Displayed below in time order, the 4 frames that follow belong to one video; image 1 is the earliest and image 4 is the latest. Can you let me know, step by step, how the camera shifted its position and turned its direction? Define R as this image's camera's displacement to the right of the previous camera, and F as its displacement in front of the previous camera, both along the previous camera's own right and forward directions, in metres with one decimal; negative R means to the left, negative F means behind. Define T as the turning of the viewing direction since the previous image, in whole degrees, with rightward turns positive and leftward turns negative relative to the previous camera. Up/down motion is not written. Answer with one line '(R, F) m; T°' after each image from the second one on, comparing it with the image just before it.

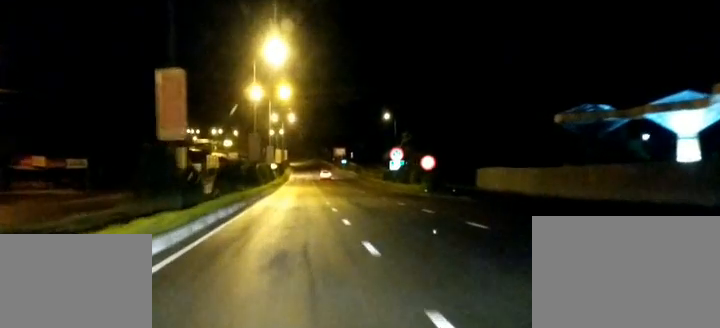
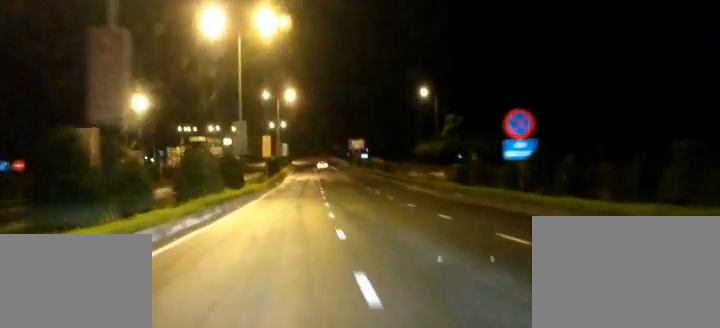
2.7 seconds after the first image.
(+0.2, +47.9) m; +1°
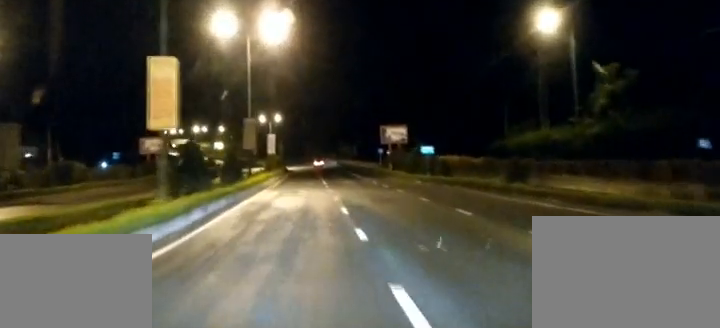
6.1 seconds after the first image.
(-0.7, +59.2) m; -3°
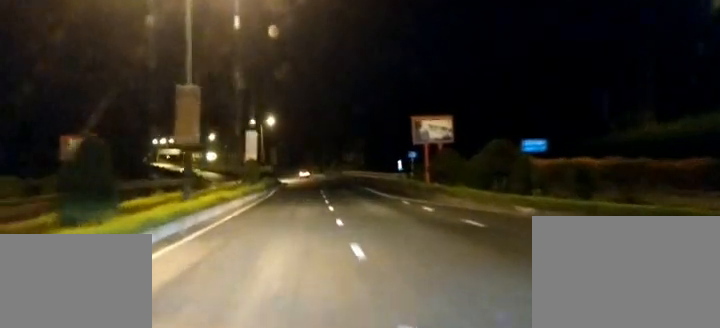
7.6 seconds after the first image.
(-0.7, +25.9) m; -2°
